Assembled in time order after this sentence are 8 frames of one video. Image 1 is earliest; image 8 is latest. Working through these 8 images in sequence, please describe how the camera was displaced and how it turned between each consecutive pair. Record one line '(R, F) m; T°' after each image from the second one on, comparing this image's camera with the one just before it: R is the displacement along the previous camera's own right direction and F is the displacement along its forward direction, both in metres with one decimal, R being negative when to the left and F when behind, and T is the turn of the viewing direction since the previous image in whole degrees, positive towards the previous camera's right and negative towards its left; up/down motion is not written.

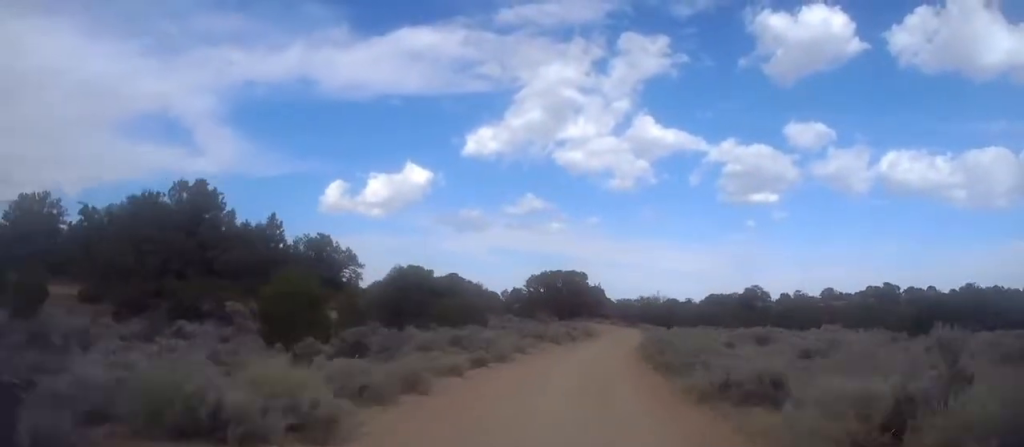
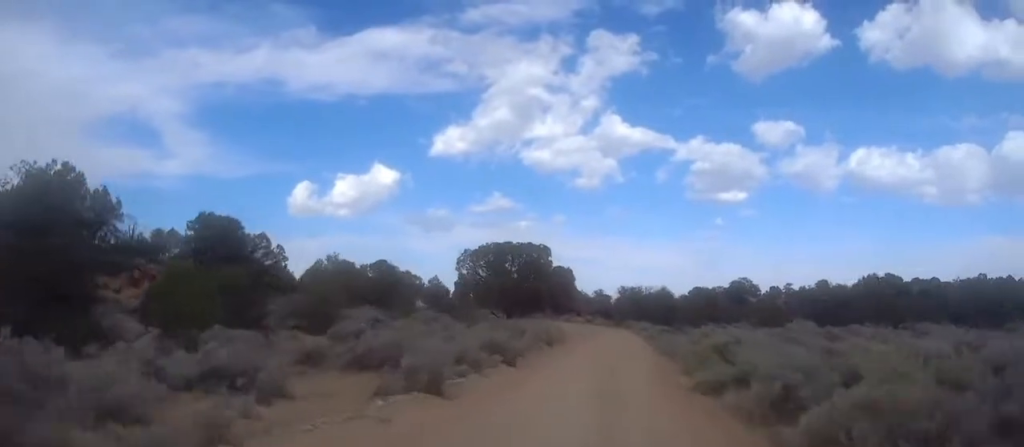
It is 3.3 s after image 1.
(+0.2, +32.0) m; +2°
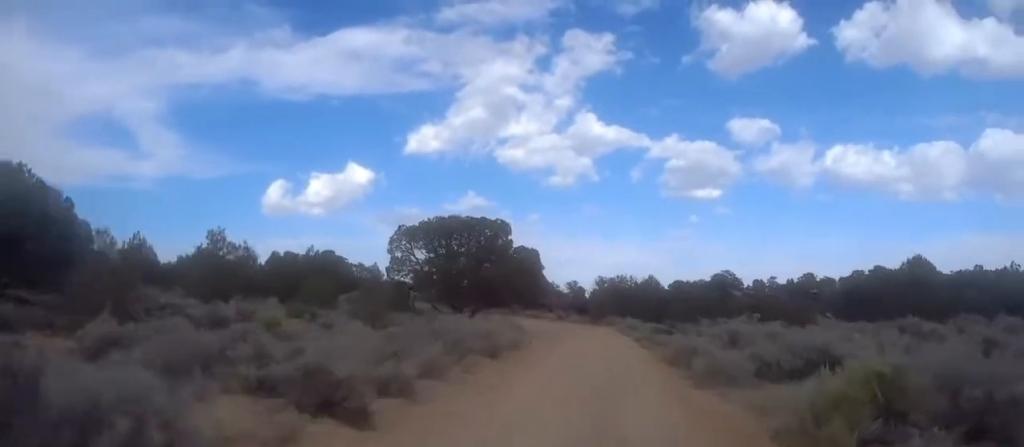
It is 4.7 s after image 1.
(+0.2, +13.5) m; +1°
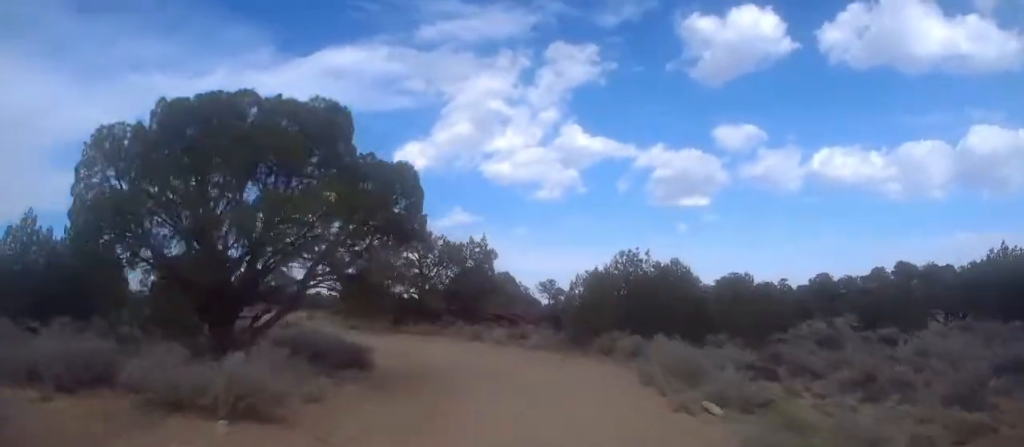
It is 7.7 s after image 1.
(0.0, +29.1) m; -1°
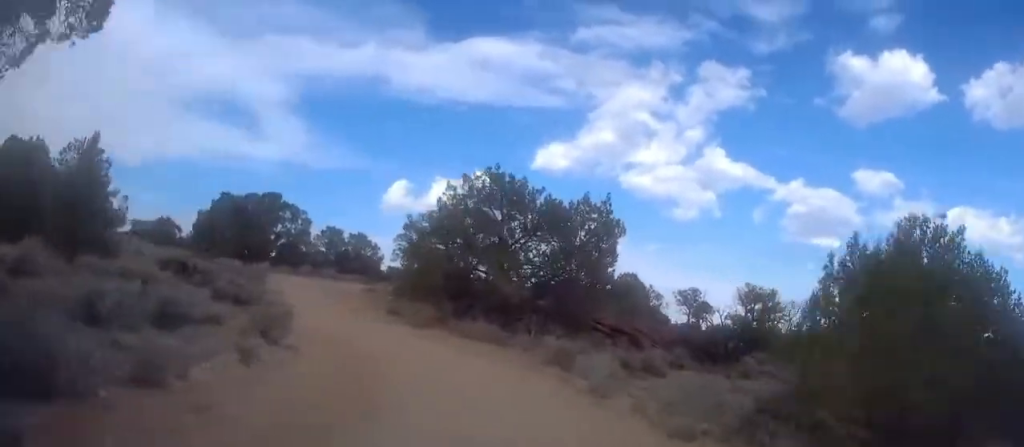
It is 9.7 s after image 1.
(-0.1, +17.6) m; -8°
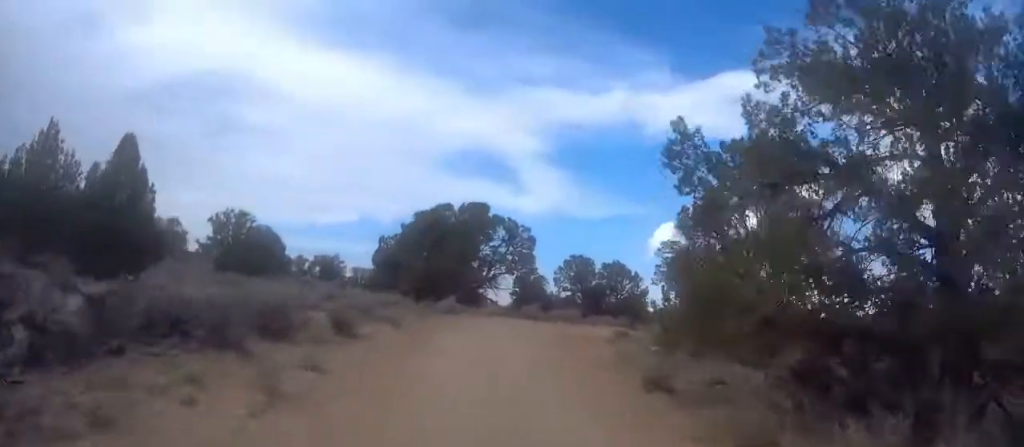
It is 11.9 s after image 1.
(-2.8, +19.2) m; -18°
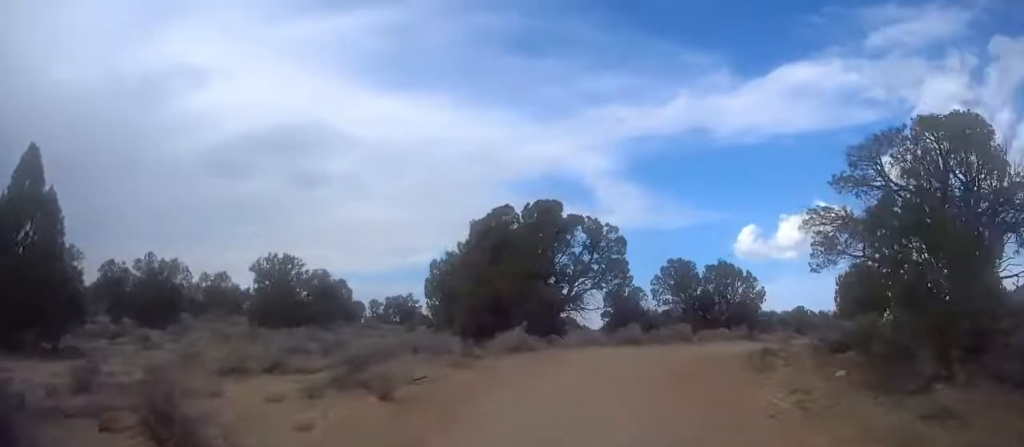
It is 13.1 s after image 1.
(-1.2, +9.6) m; -4°
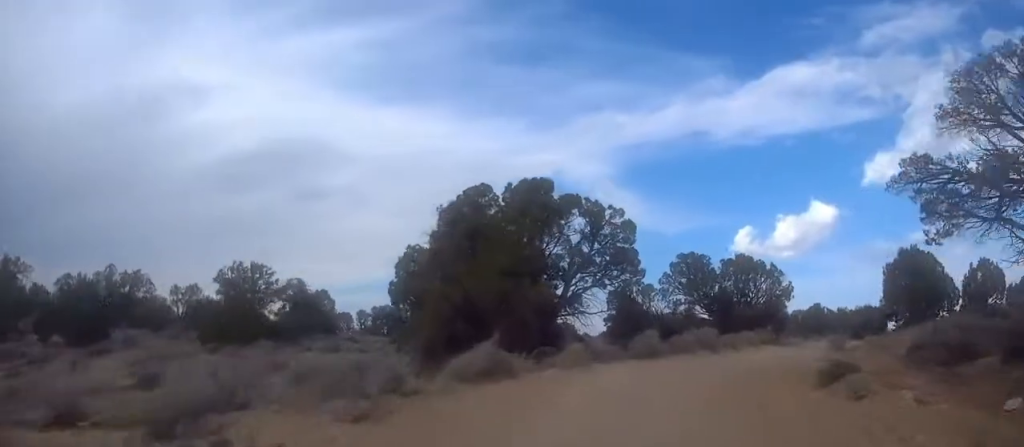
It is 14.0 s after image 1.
(-0.5, +6.9) m; -3°
